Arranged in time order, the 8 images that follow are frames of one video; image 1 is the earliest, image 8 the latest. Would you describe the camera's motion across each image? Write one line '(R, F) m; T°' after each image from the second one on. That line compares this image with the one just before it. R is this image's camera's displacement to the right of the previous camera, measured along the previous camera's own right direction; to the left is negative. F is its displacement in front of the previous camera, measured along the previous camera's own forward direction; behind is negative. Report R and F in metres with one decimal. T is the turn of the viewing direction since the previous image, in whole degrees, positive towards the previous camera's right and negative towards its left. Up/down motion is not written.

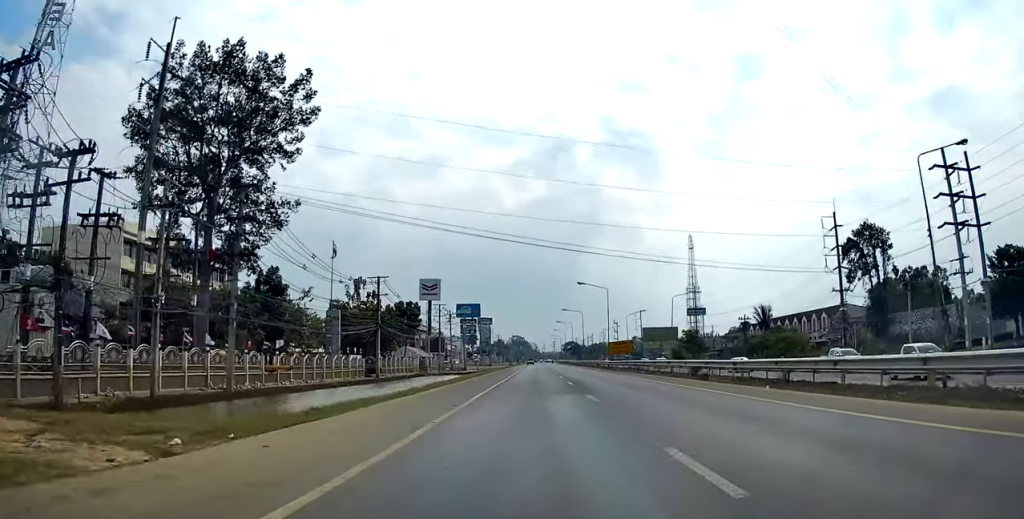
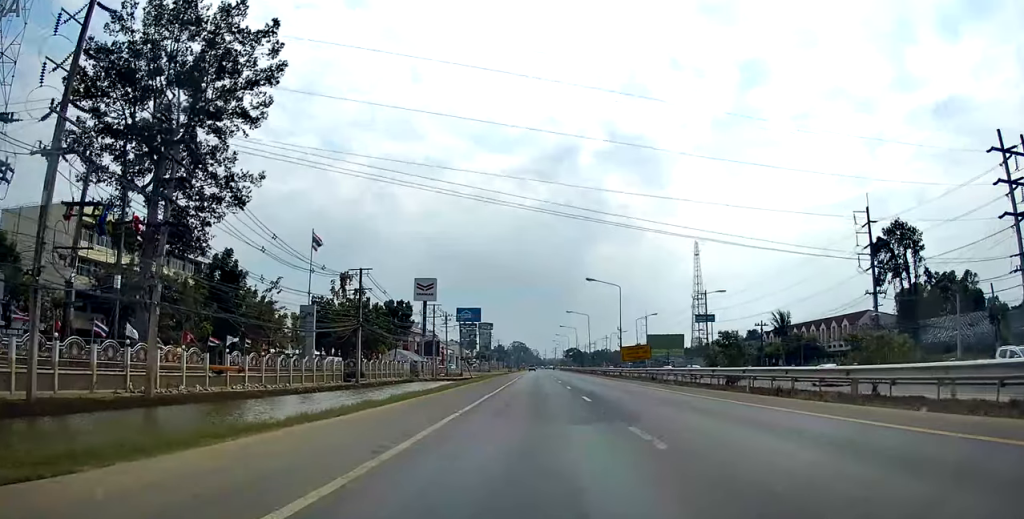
(-0.3, +8.2) m; -1°
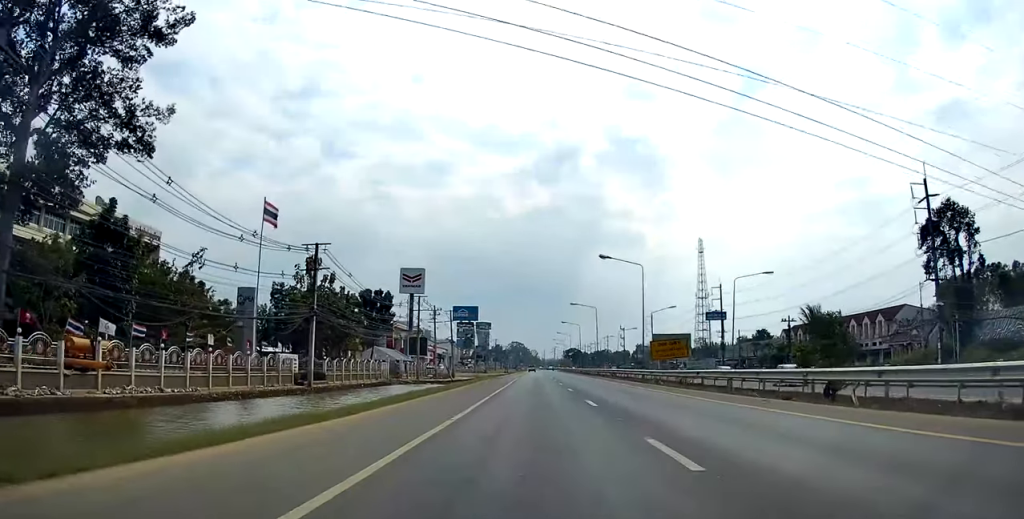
(-0.4, +13.5) m; -1°
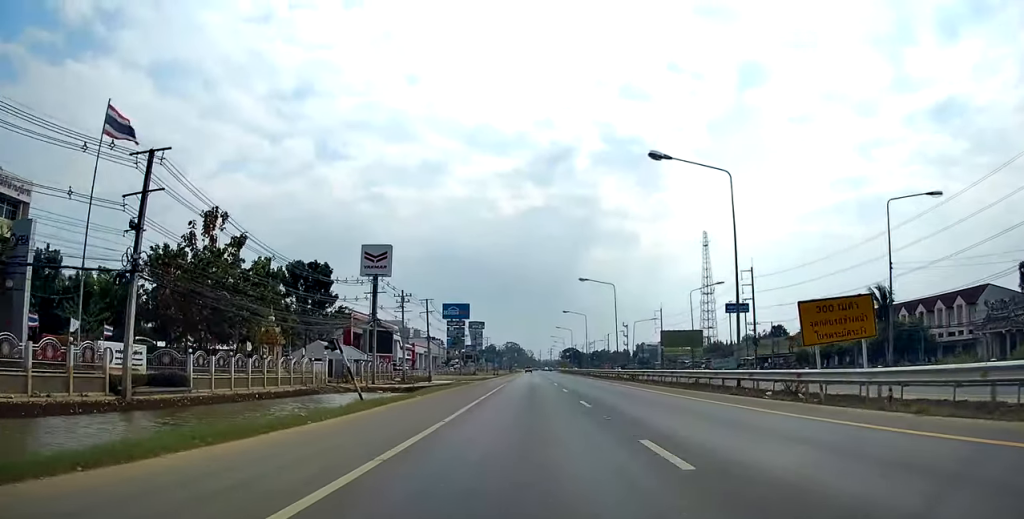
(+0.9, +23.3) m; +2°
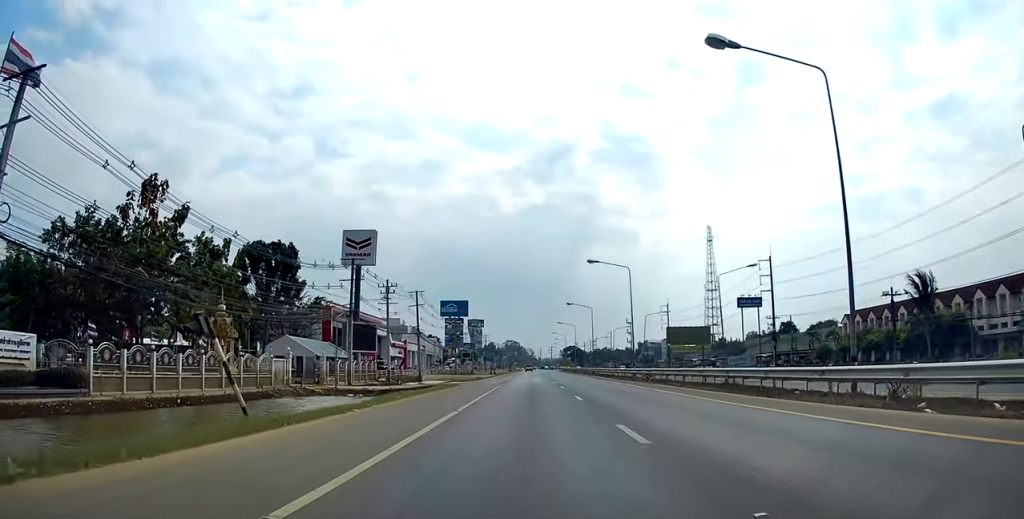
(-0.1, +9.7) m; -1°
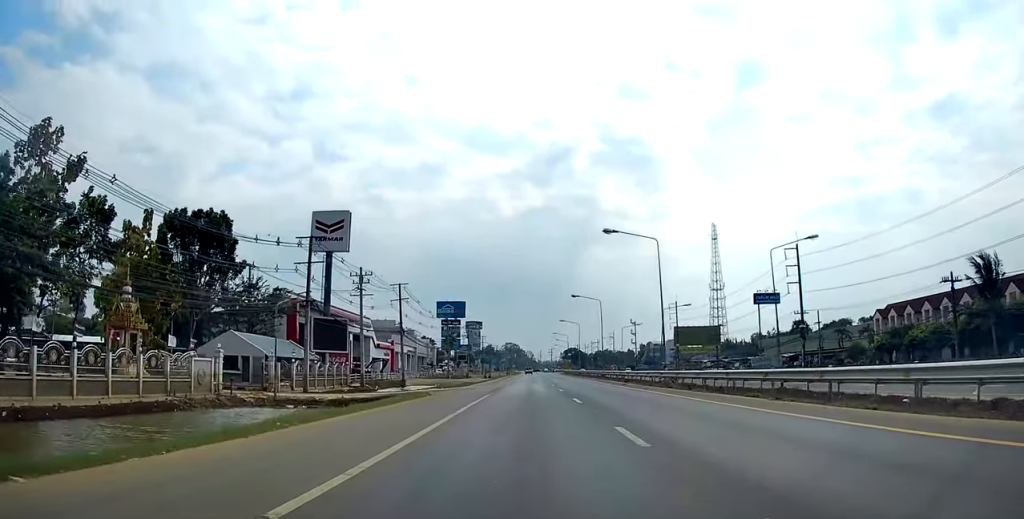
(-0.4, +11.8) m; -1°
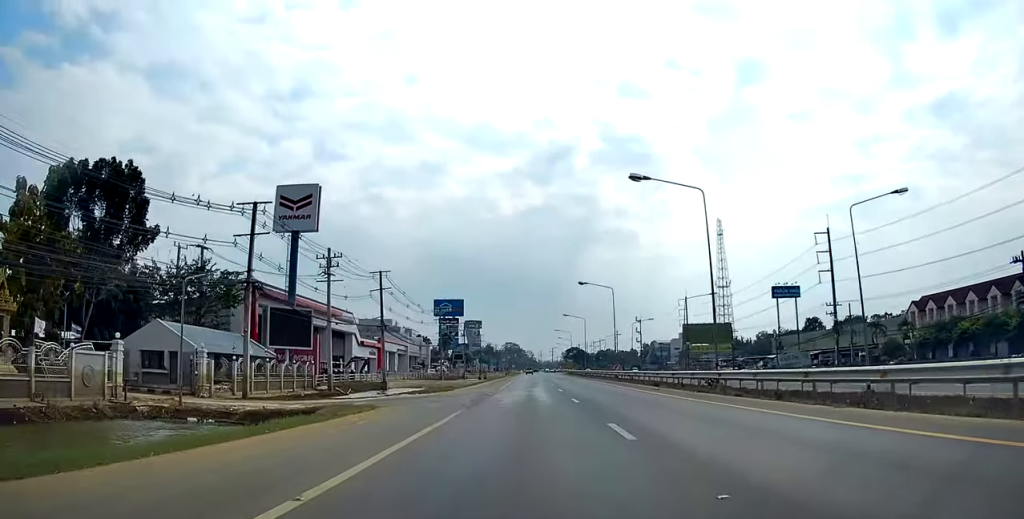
(0.0, +11.2) m; +2°
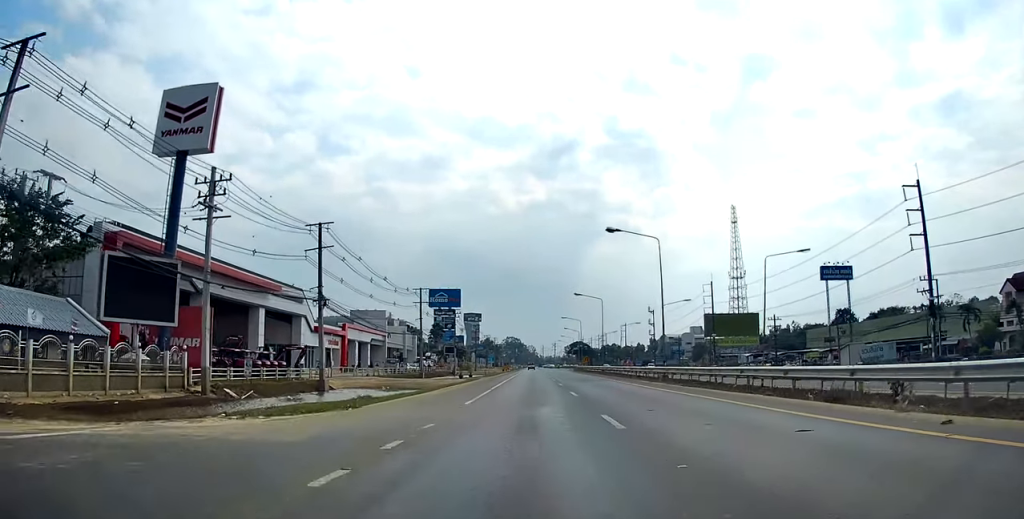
(+0.5, +22.3) m; +1°
